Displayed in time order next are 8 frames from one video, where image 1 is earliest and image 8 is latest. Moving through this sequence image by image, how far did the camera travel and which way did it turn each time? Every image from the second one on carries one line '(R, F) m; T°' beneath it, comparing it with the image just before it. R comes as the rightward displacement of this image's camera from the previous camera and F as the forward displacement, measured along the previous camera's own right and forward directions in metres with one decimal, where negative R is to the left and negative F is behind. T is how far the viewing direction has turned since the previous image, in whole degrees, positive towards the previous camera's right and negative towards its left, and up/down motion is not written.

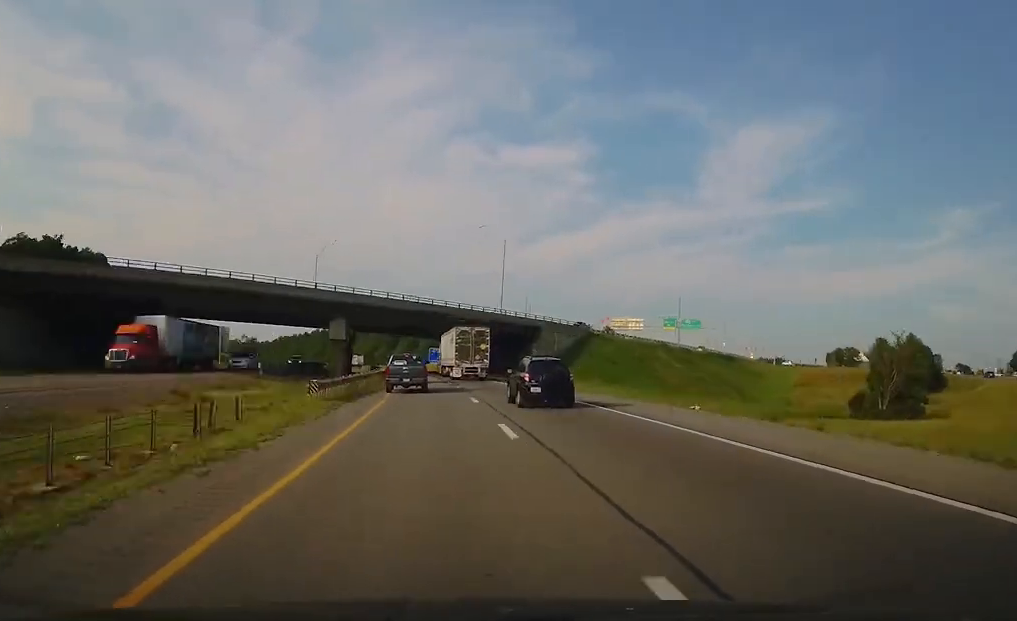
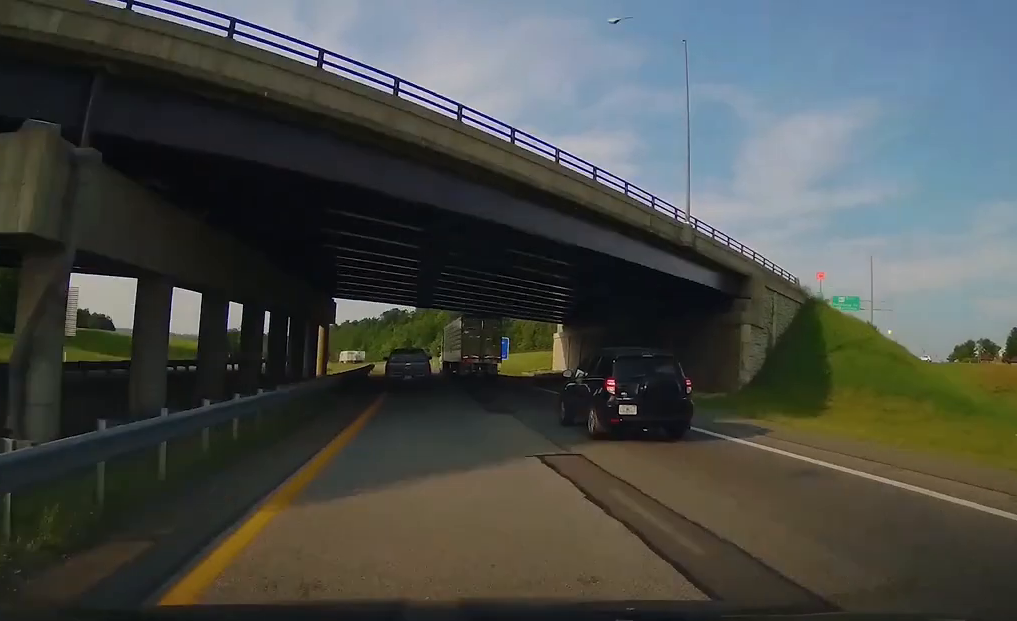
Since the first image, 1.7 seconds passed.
(-4.0, +65.0) m; -3°
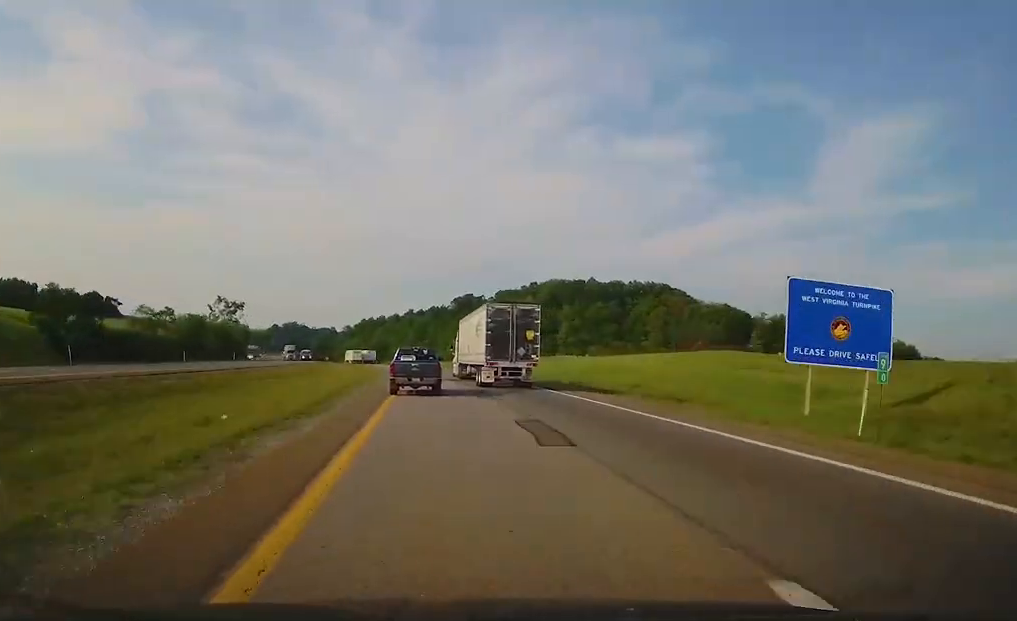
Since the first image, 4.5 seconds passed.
(-3.9, +101.8) m; -6°
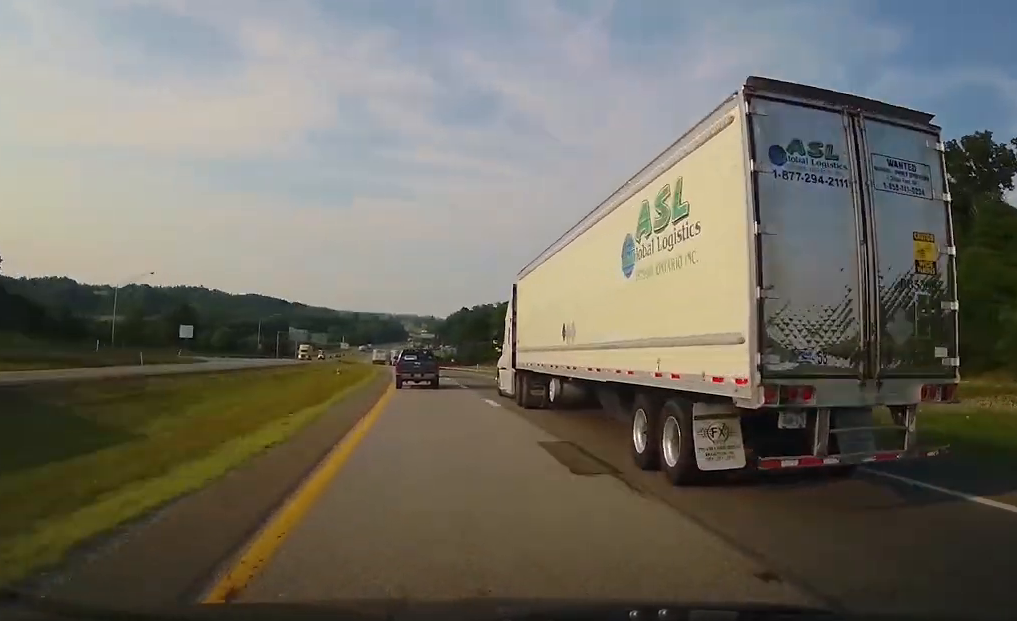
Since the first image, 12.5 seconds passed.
(-37.8, +227.9) m; -16°
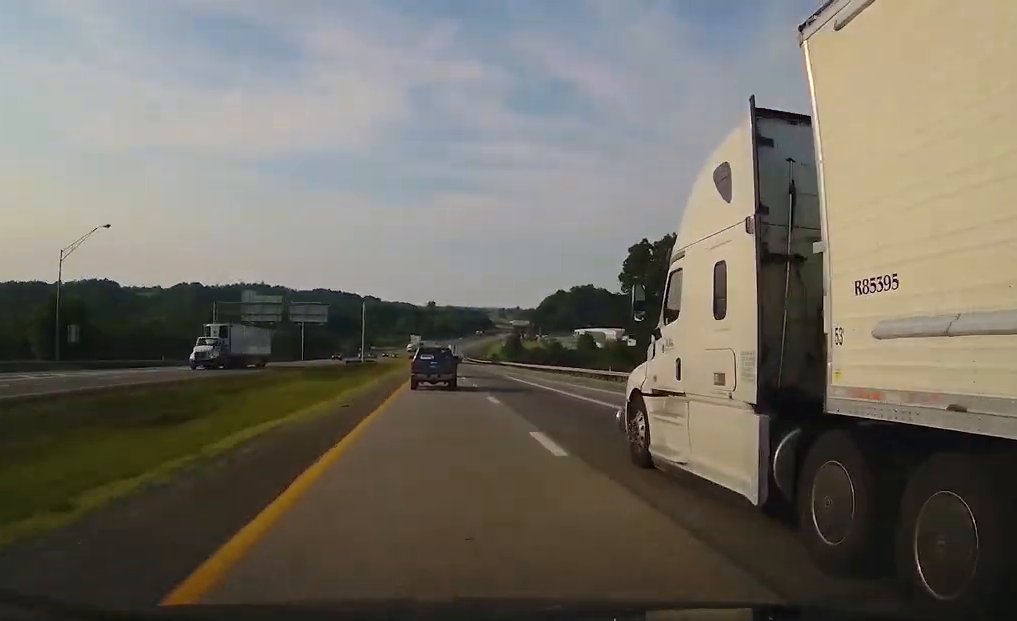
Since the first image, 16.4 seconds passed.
(-7.0, +132.0) m; -3°
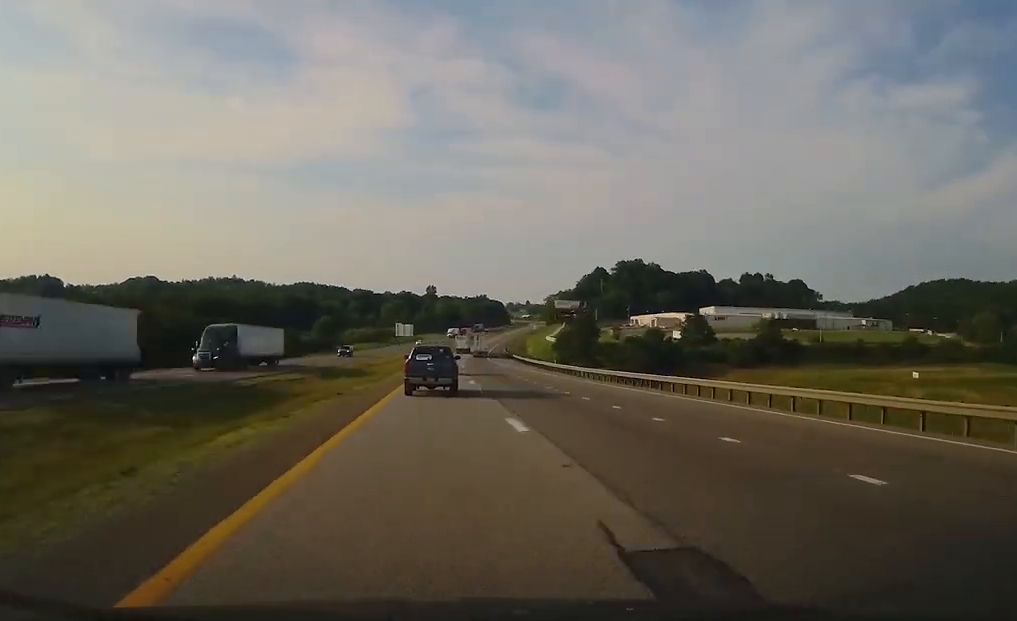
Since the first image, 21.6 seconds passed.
(+2.1, +193.5) m; +3°
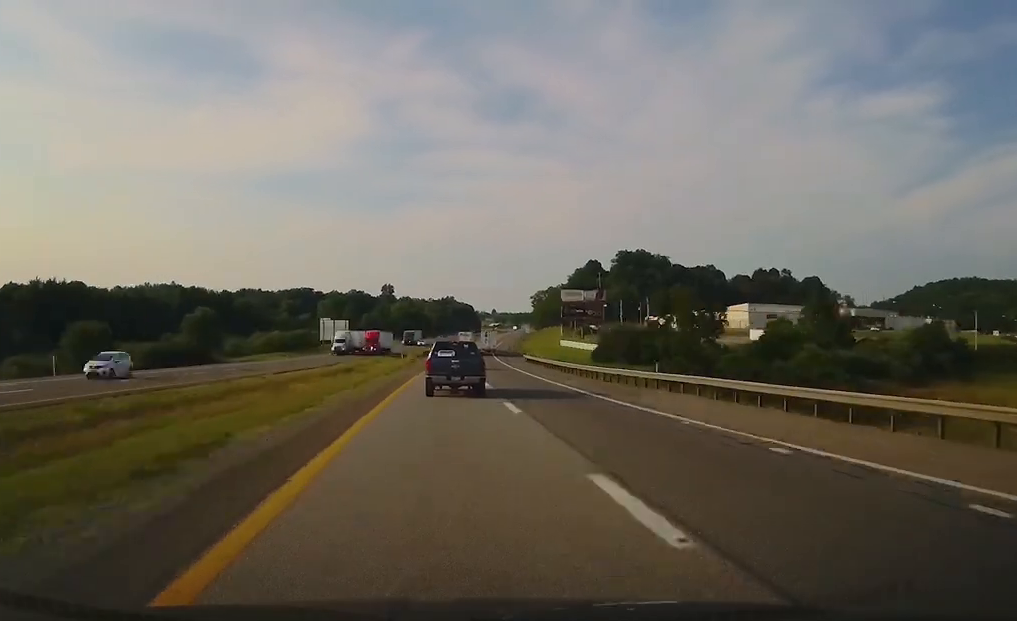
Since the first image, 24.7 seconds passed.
(+1.8, +125.4) m; +4°
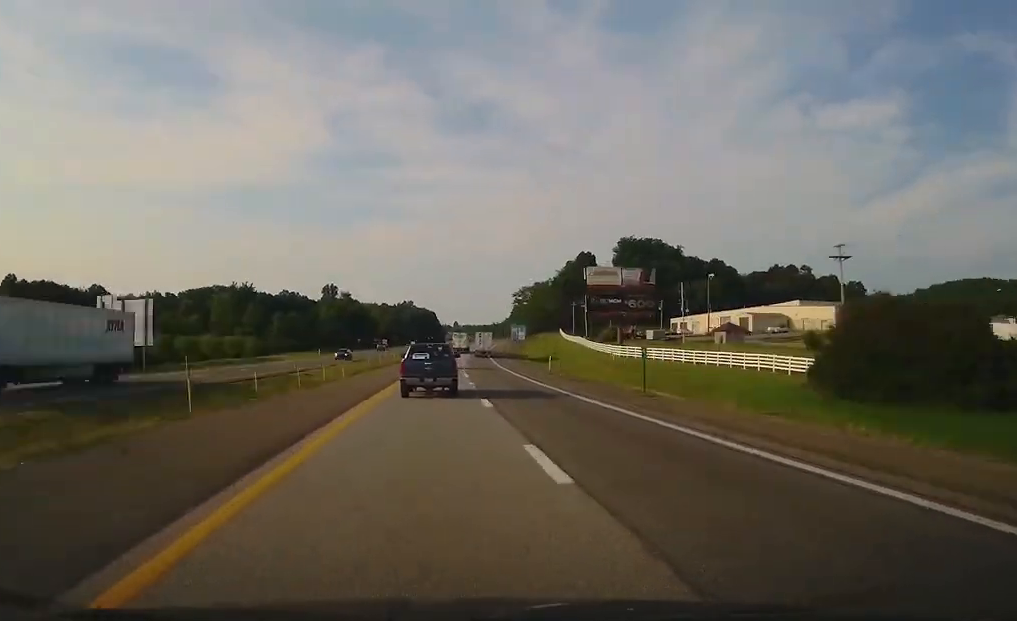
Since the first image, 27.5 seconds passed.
(+5.7, +134.2) m; +3°
